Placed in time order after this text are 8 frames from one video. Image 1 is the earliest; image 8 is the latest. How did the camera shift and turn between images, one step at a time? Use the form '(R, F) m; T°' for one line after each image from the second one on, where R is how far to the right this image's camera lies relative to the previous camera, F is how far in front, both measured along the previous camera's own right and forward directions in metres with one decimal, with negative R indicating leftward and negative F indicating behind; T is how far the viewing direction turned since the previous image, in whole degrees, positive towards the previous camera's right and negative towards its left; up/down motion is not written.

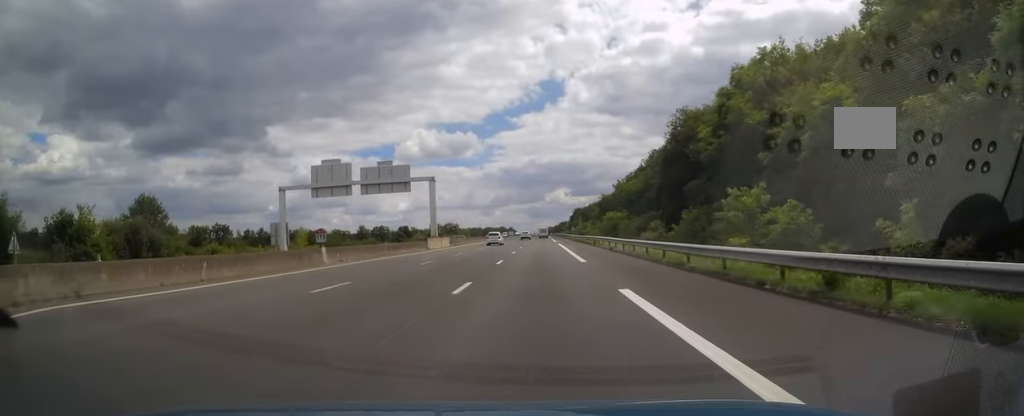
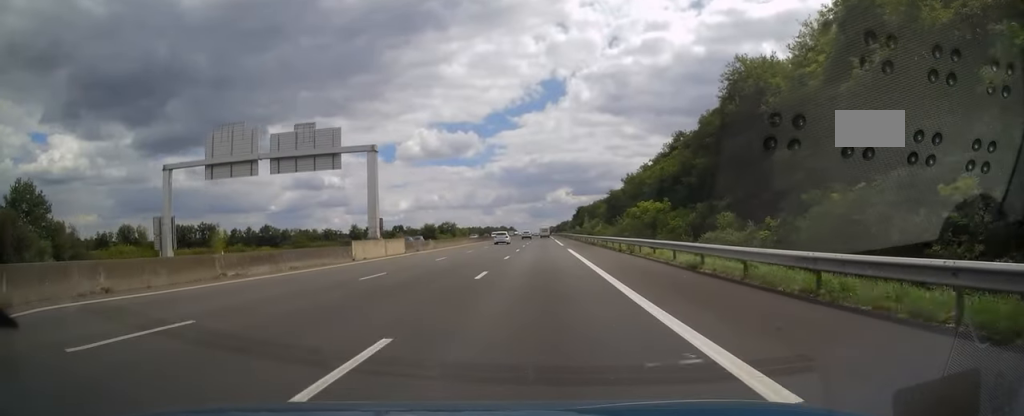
(+0.1, +21.4) m; 0°
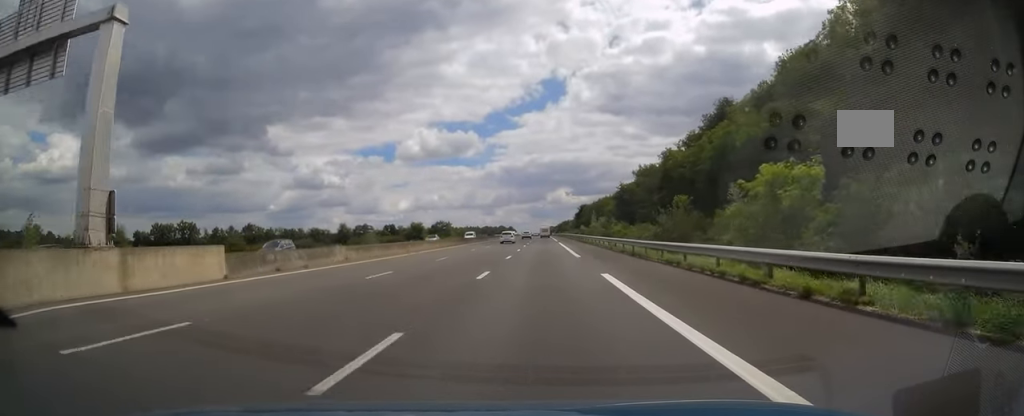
(-0.1, +25.6) m; 0°
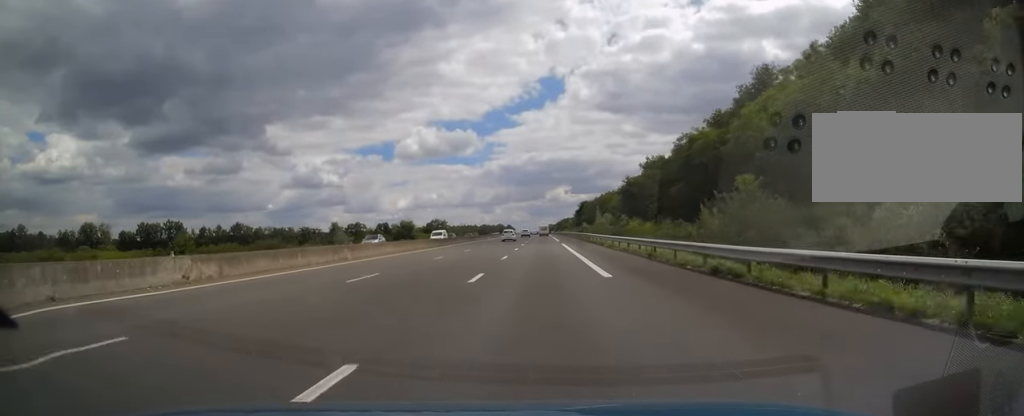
(0.0, +14.8) m; 0°
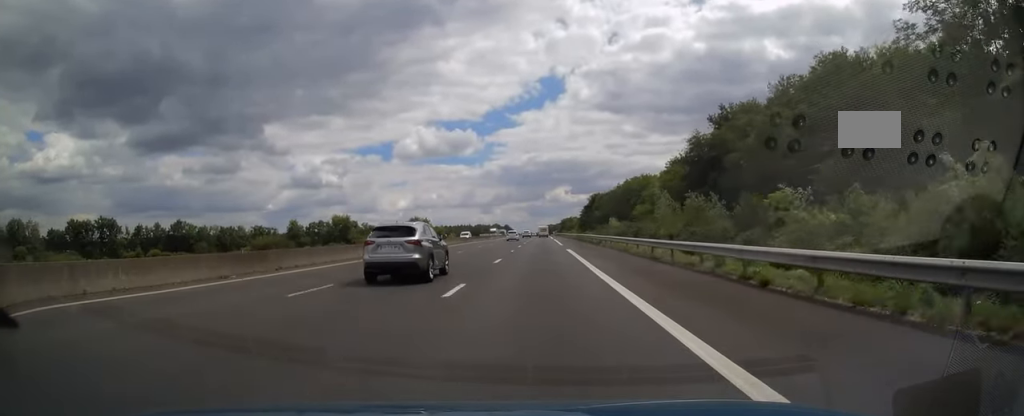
(+0.1, +68.6) m; 0°
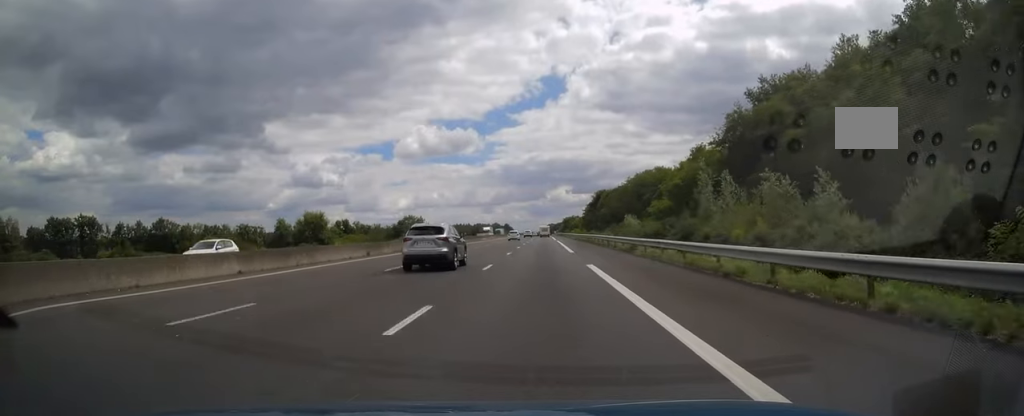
(0.0, +17.7) m; 0°
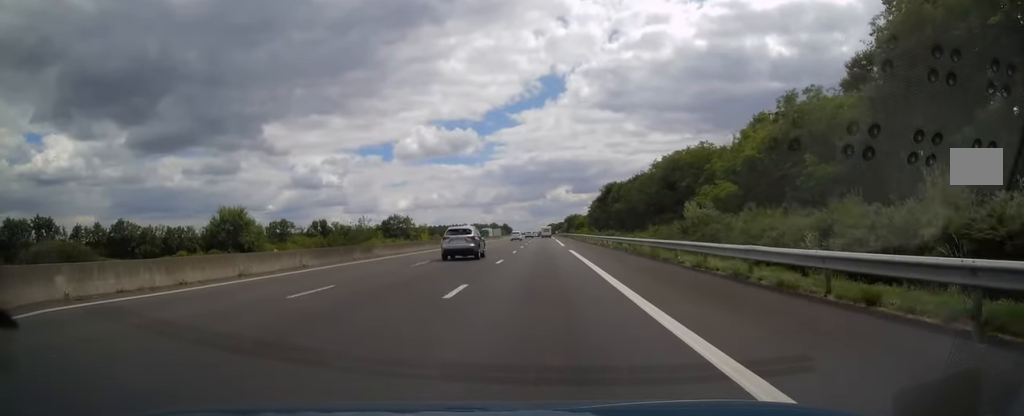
(0.0, +34.4) m; 0°
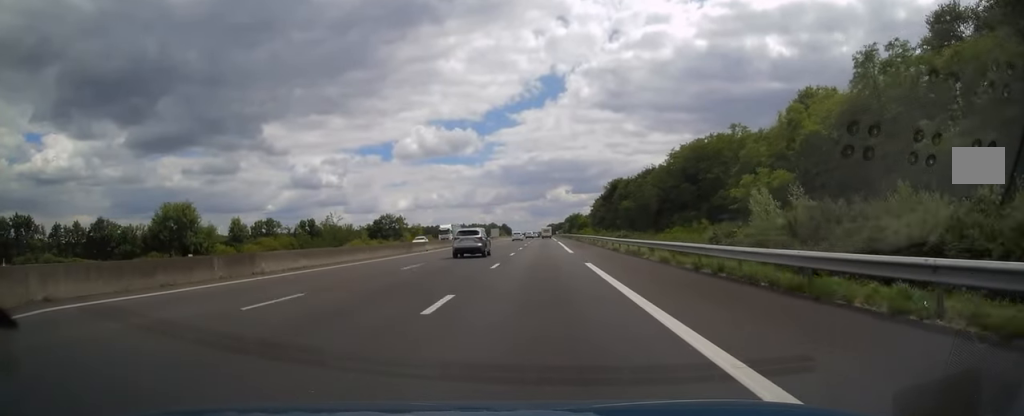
(0.0, +15.2) m; 0°
